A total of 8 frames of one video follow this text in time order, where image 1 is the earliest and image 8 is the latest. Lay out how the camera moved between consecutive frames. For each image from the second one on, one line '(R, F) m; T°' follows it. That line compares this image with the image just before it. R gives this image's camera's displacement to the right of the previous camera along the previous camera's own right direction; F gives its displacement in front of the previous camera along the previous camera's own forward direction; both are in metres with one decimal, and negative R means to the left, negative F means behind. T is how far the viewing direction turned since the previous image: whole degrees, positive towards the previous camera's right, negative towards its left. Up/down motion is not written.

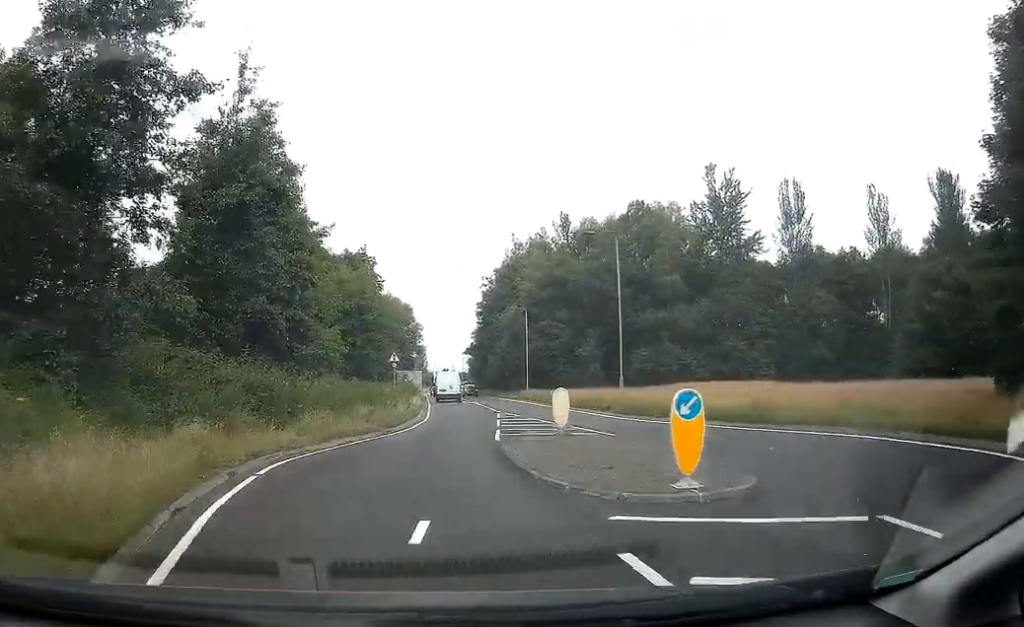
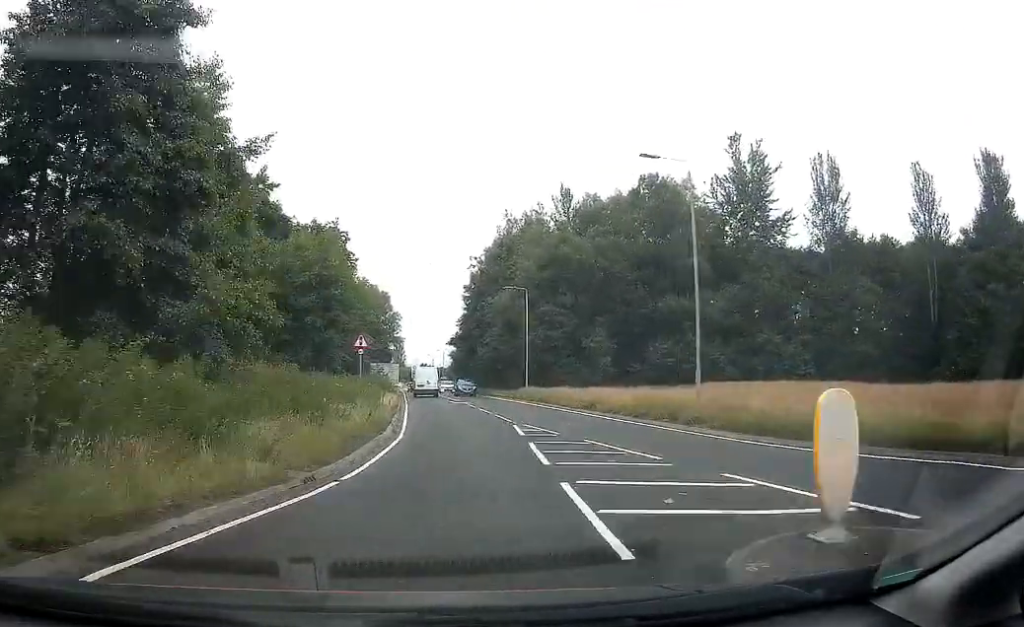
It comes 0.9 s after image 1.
(+0.1, +11.8) m; +1°
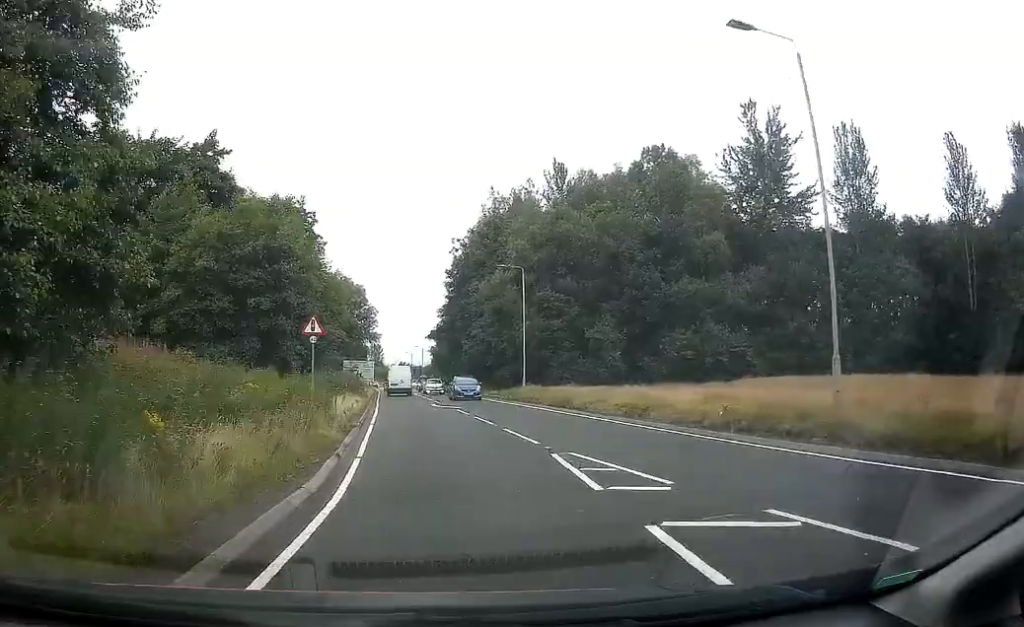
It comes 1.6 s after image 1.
(+0.1, +9.2) m; 0°
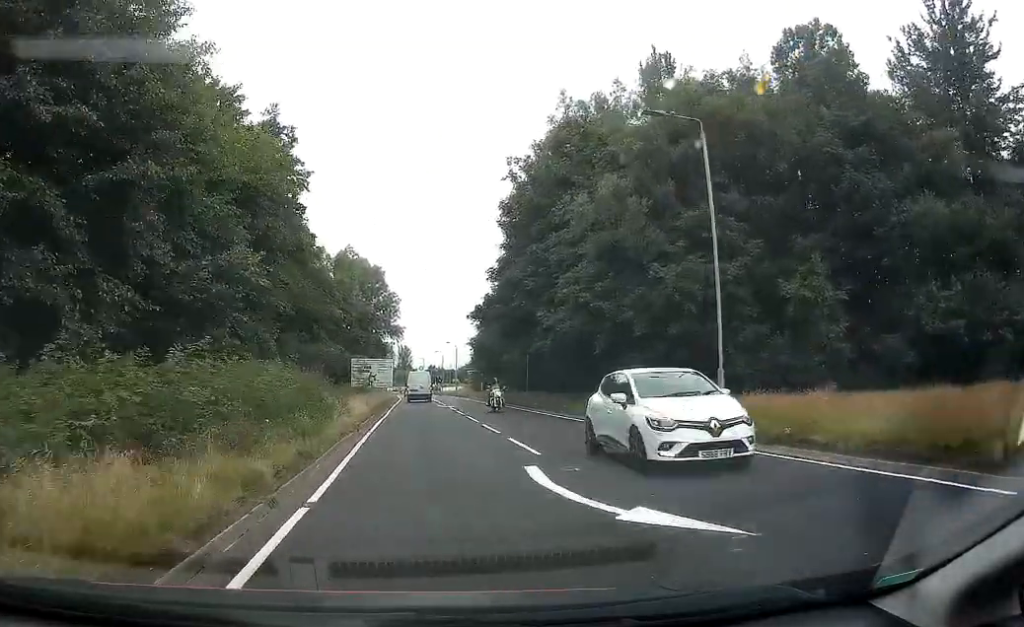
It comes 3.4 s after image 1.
(-0.2, +25.9) m; -1°
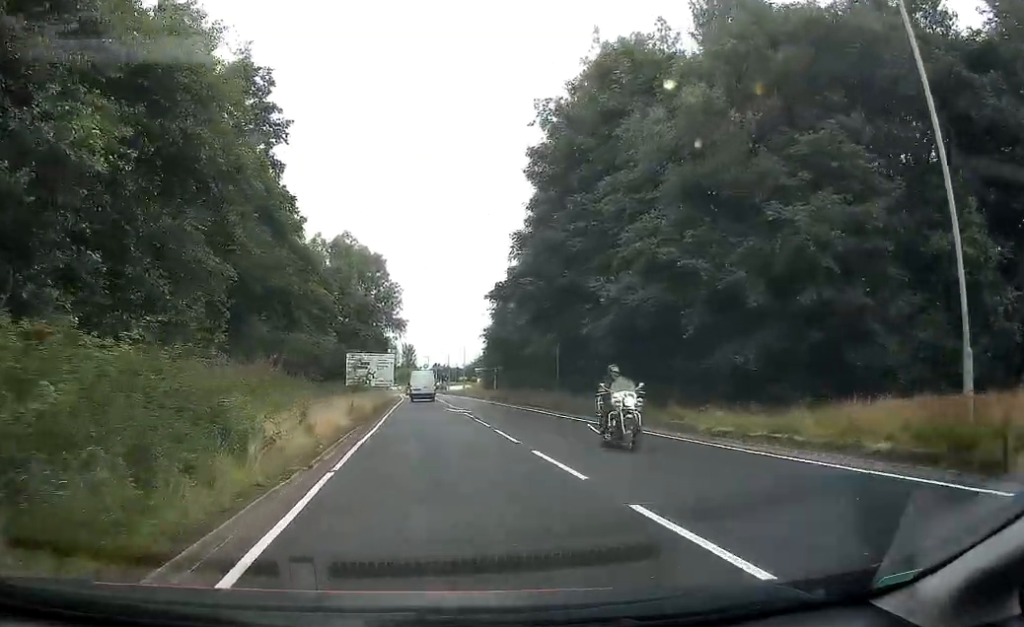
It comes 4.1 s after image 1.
(0.0, +9.4) m; 0°
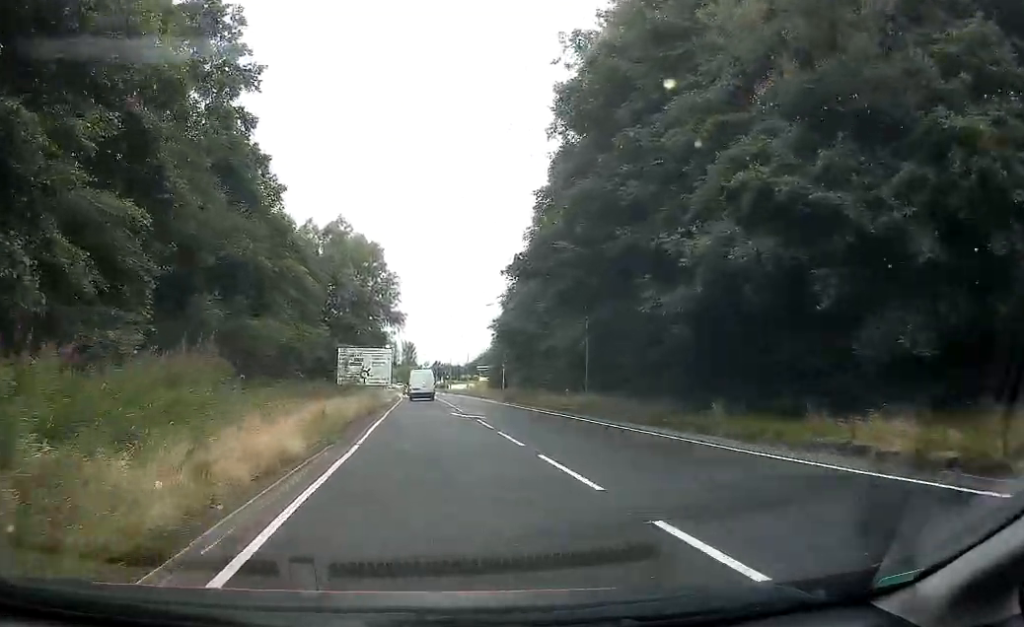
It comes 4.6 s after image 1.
(0.0, +7.1) m; 0°
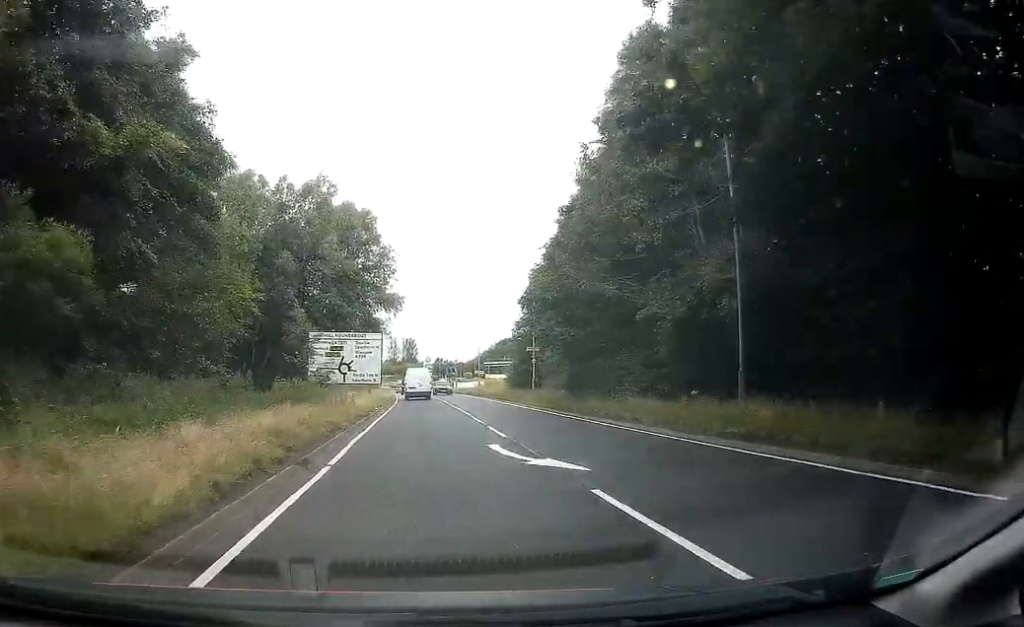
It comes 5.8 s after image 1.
(0.0, +15.6) m; 0°
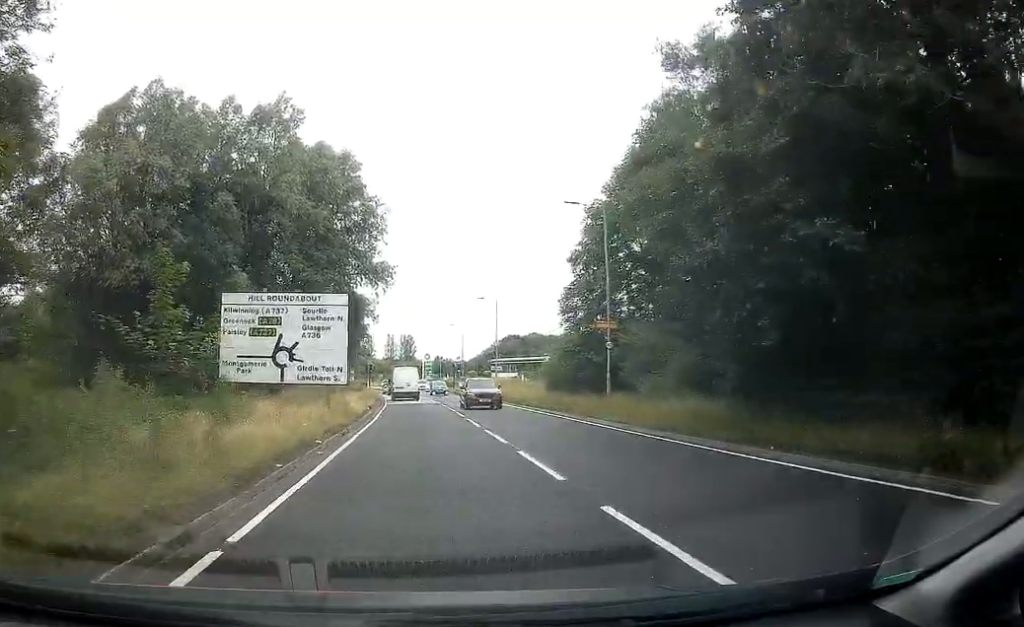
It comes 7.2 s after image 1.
(+0.2, +18.8) m; 0°
